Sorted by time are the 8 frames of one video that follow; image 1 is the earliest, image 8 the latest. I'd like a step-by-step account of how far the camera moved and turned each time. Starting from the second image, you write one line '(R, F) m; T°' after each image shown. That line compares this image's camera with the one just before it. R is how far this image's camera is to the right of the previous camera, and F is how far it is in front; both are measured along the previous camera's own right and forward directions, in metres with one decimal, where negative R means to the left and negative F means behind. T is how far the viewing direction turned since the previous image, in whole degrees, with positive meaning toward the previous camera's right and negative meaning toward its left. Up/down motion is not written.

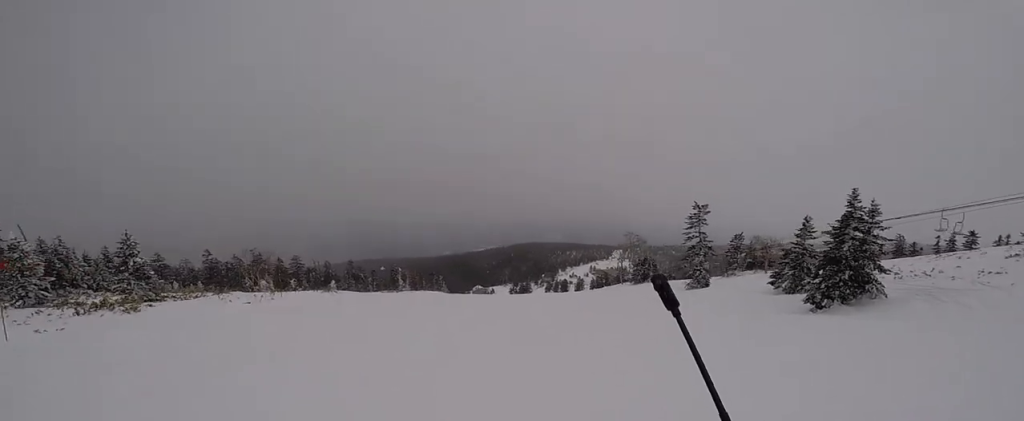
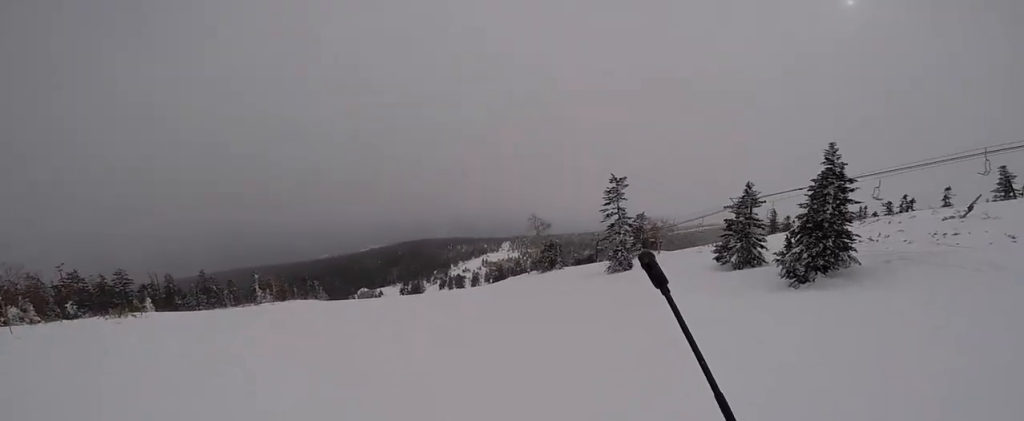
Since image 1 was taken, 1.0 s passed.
(+1.5, +8.5) m; +9°
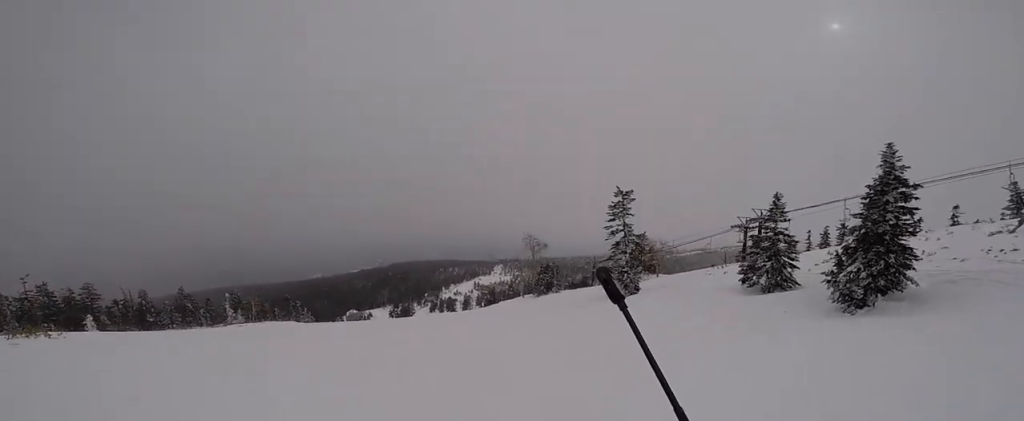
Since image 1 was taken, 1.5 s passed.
(+0.4, +4.2) m; -1°
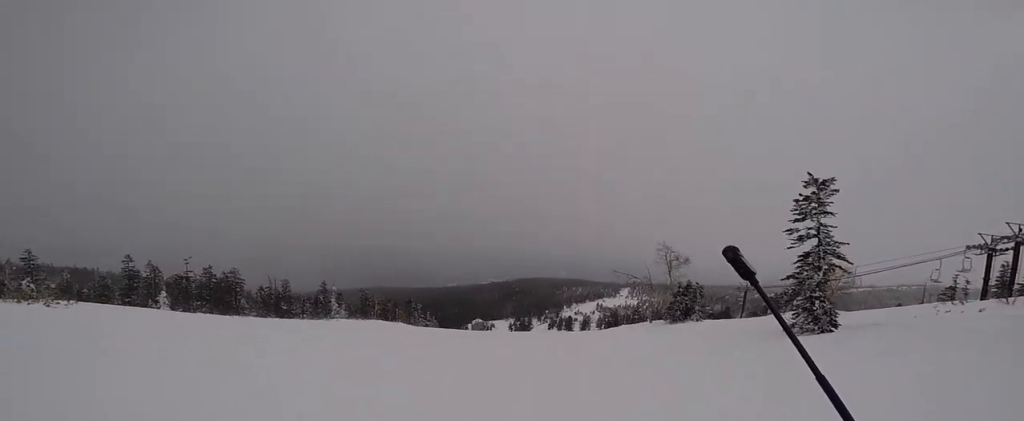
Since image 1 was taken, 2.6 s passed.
(-1.2, +8.6) m; -10°
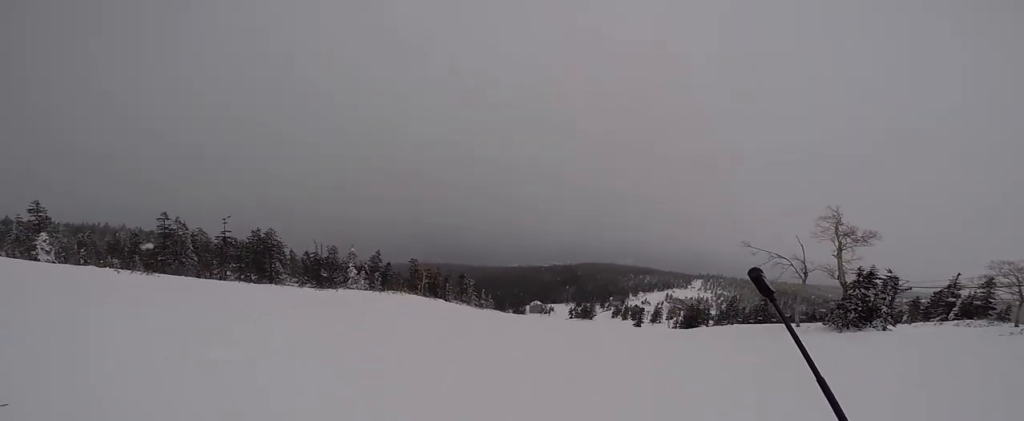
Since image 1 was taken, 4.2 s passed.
(-2.3, +13.4) m; -19°
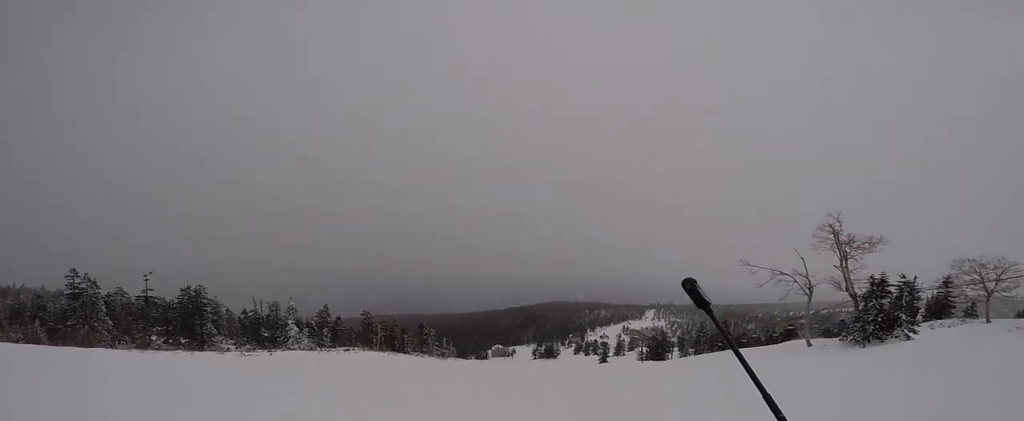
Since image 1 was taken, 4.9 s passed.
(-0.2, +5.2) m; +7°
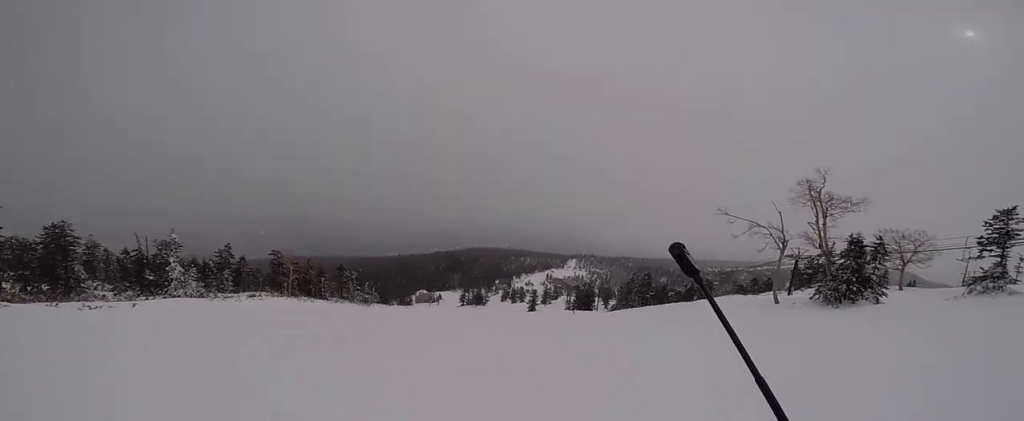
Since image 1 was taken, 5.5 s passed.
(-0.6, +4.9) m; +14°
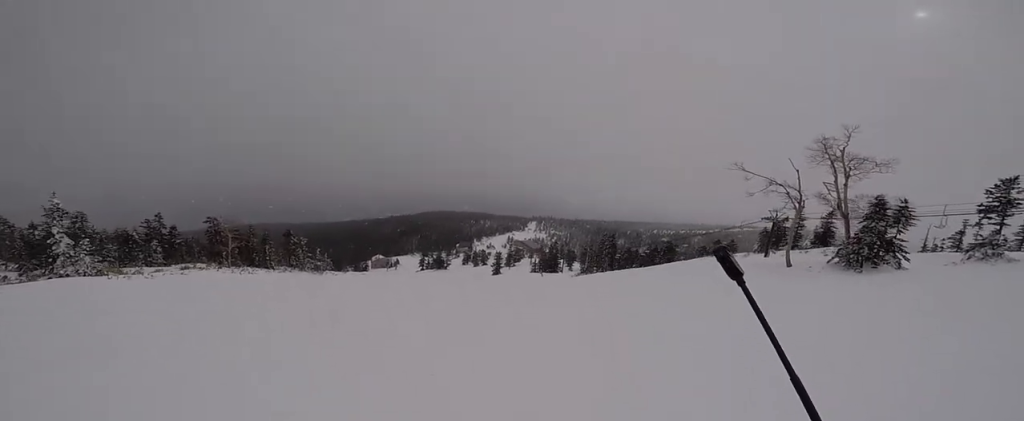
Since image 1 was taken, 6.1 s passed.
(+1.9, +4.2) m; +7°
